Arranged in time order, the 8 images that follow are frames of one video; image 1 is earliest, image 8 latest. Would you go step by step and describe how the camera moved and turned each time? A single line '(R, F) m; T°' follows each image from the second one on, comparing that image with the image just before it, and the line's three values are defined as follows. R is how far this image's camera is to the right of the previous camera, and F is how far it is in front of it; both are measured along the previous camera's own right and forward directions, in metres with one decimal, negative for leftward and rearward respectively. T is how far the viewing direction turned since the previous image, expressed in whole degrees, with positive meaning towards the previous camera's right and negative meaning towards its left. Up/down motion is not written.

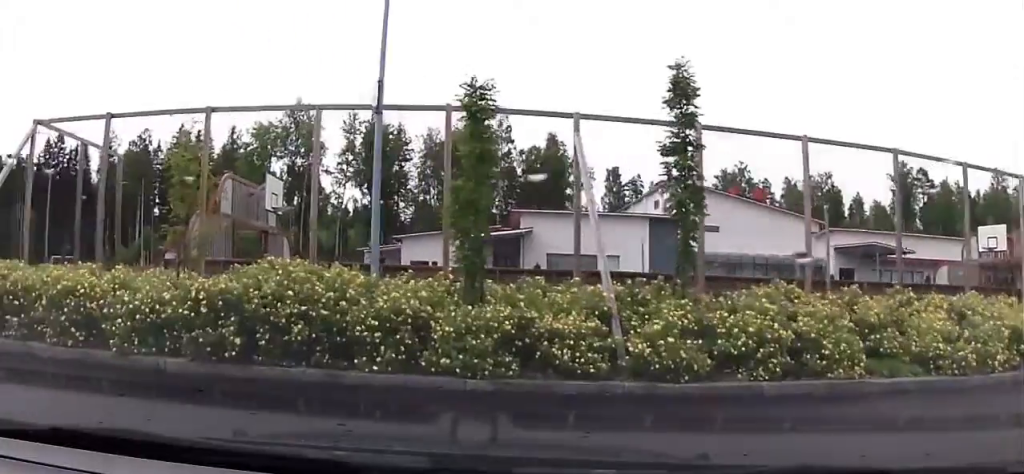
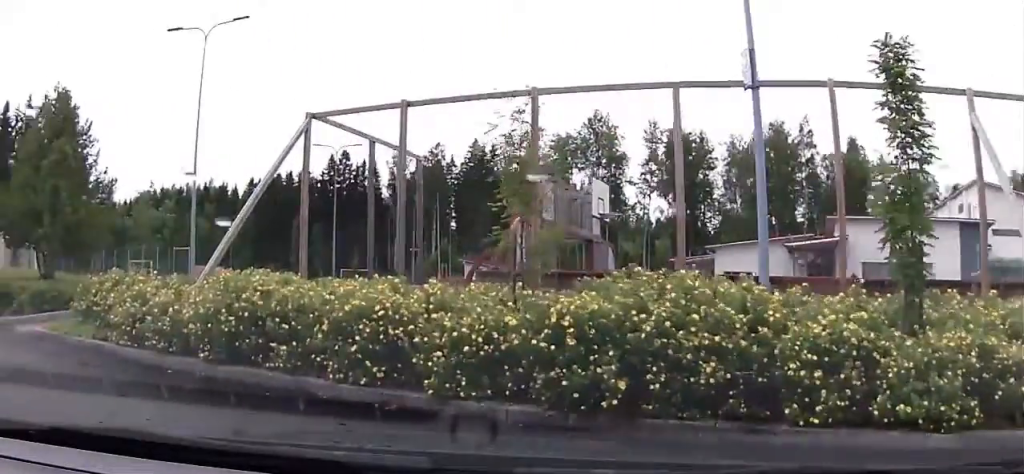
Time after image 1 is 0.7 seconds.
(-0.4, +1.8) m; -24°
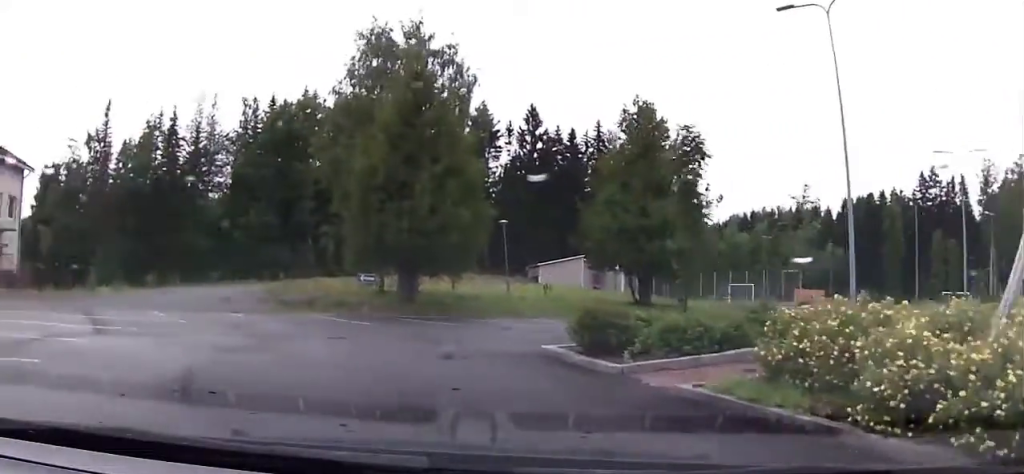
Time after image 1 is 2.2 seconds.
(-1.6, +3.0) m; -72°
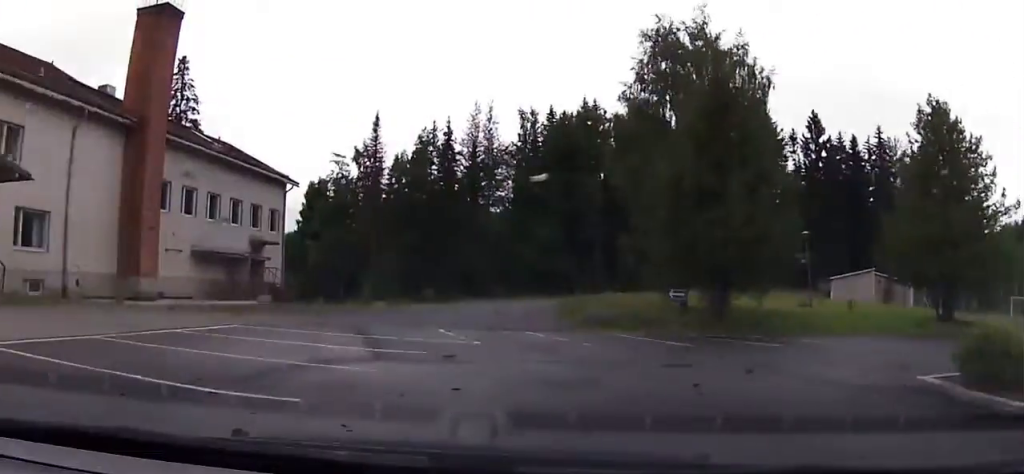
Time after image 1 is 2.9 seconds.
(-0.9, +1.8) m; -20°
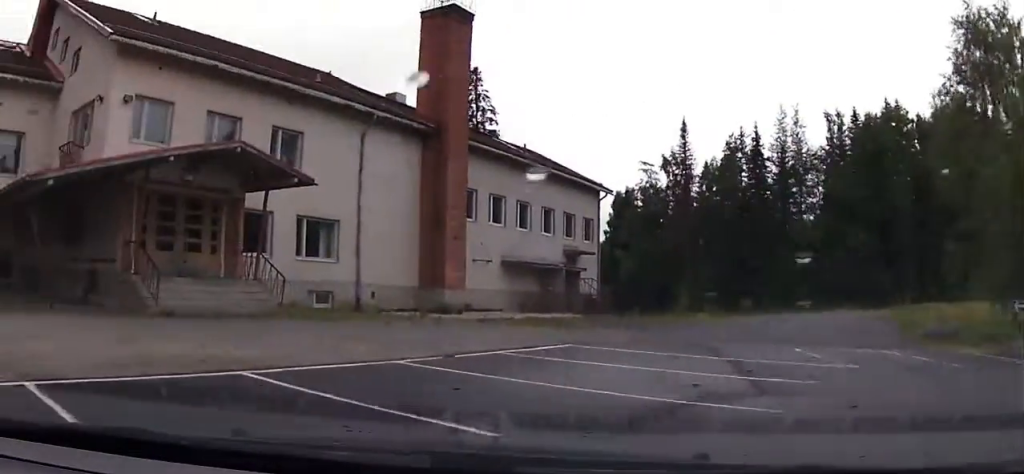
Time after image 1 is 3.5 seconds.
(-0.3, +2.1) m; -14°
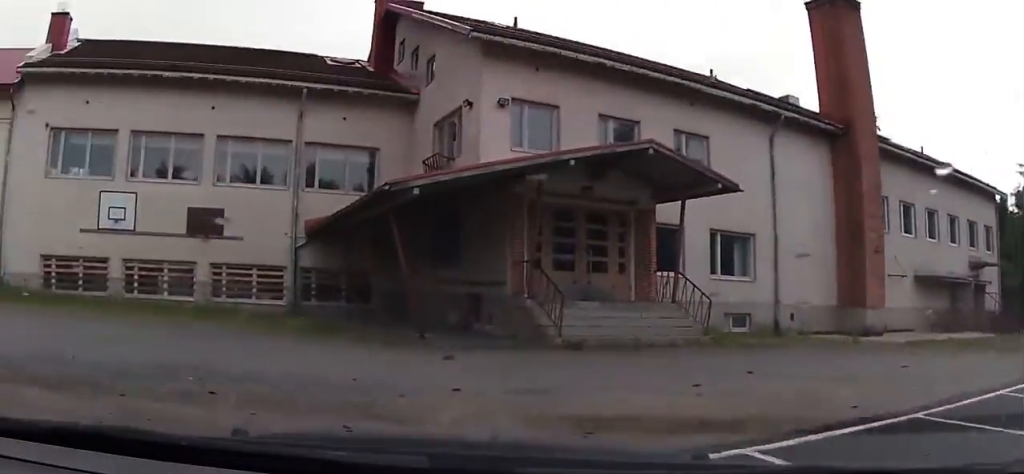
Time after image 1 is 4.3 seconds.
(-0.1, +2.4) m; -21°
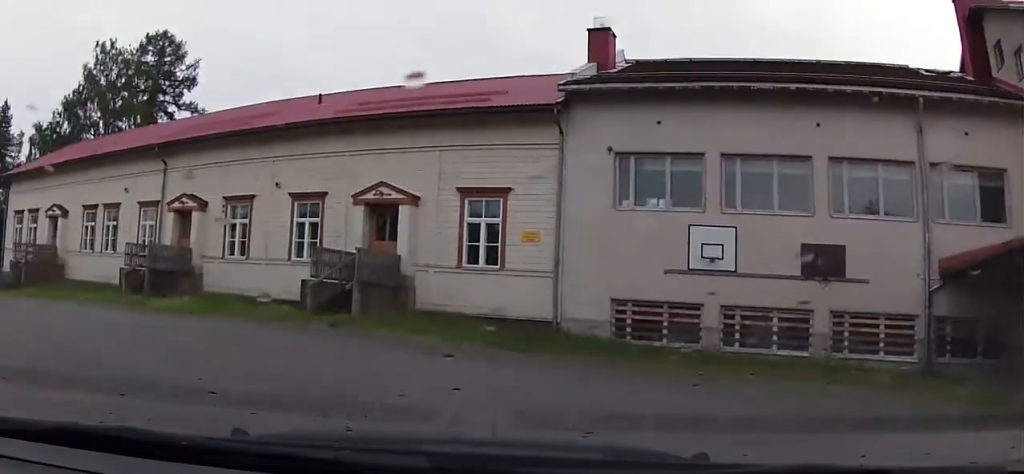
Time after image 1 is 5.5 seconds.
(-1.6, +2.6) m; -67°
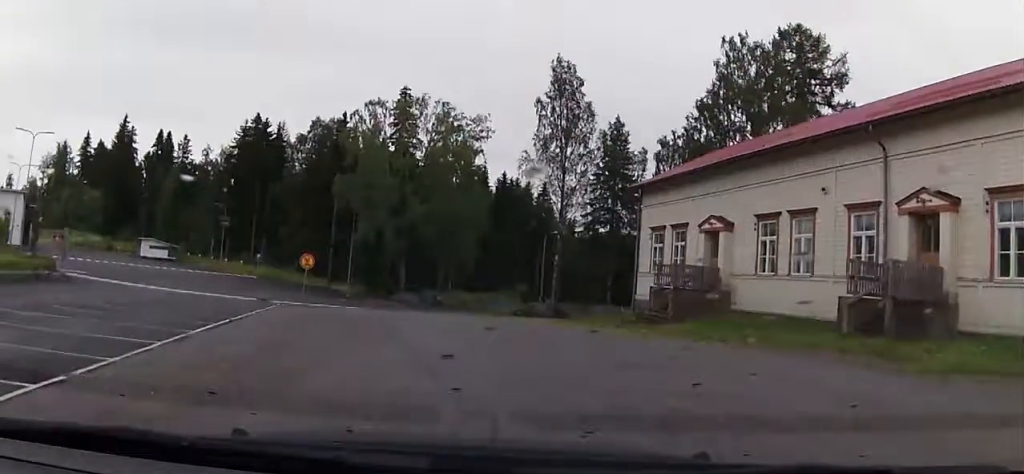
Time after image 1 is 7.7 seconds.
(-5.1, +6.4) m; -56°
